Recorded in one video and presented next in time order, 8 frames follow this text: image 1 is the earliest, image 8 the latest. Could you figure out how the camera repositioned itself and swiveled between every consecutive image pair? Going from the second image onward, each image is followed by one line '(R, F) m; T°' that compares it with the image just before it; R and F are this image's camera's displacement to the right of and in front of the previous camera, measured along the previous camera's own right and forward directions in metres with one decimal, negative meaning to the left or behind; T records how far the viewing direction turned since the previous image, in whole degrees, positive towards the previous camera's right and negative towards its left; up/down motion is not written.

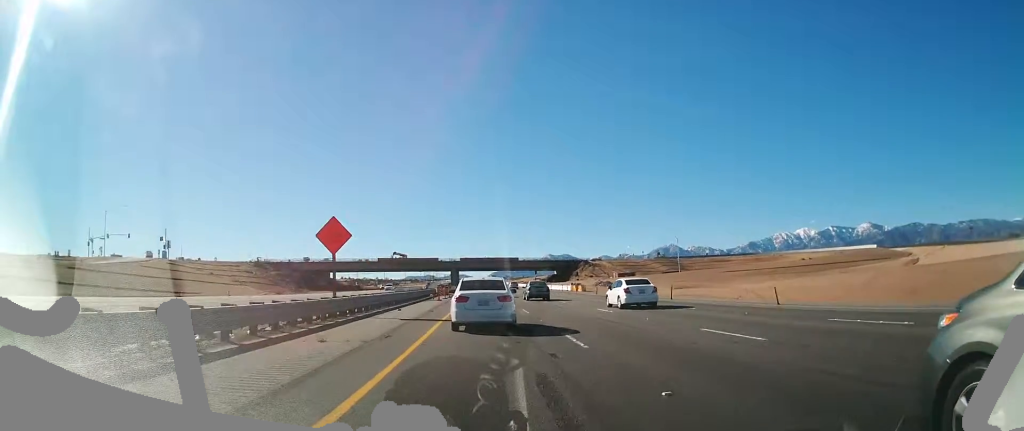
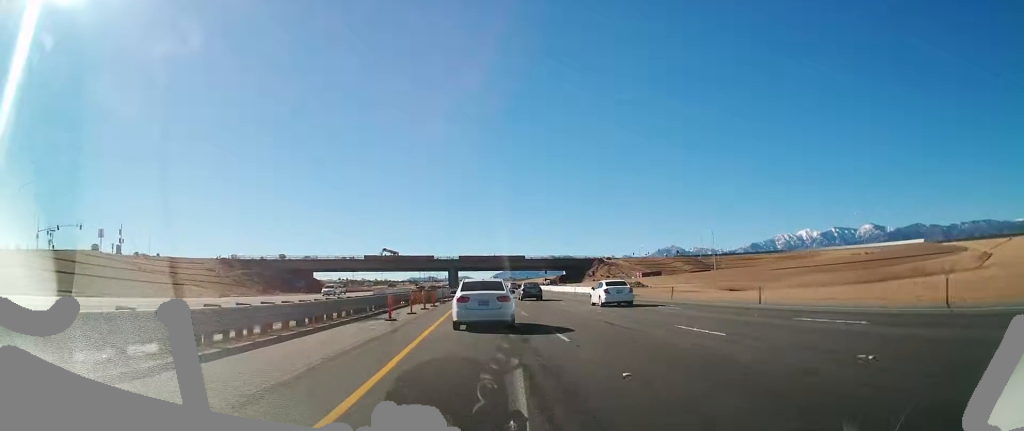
(0.0, +27.4) m; 0°
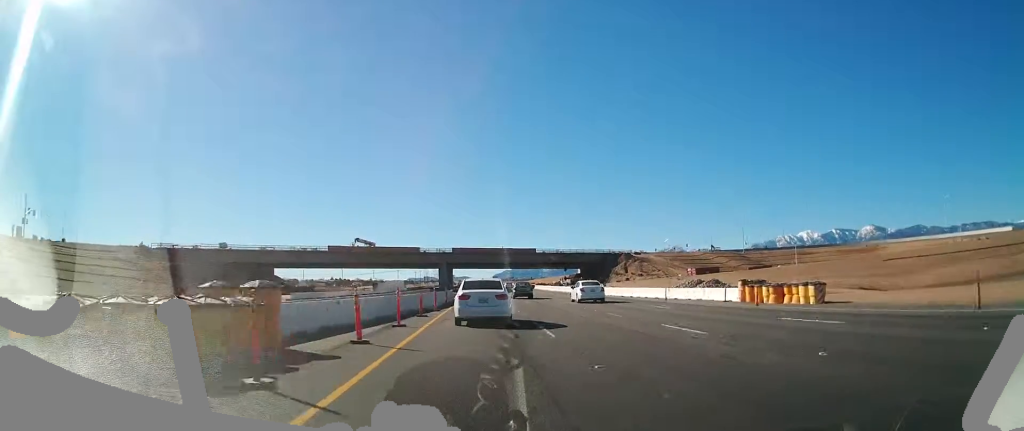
(+0.5, +42.7) m; +1°
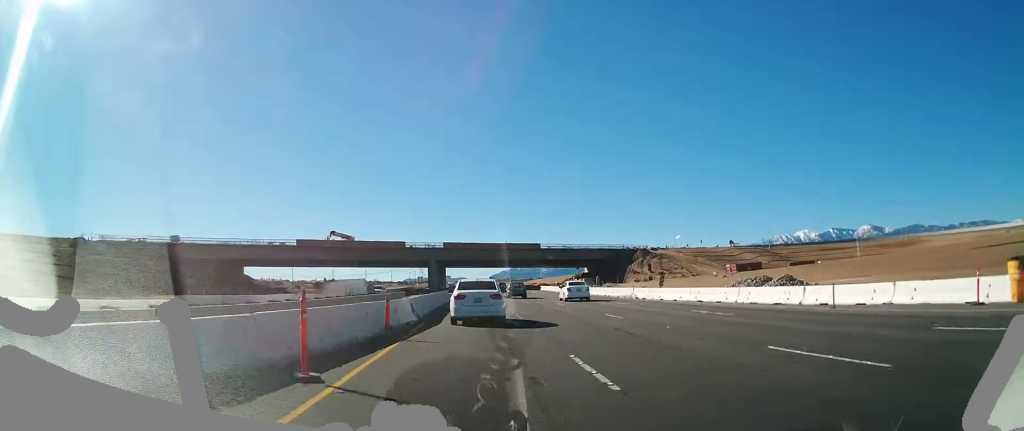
(0.0, +22.0) m; 0°
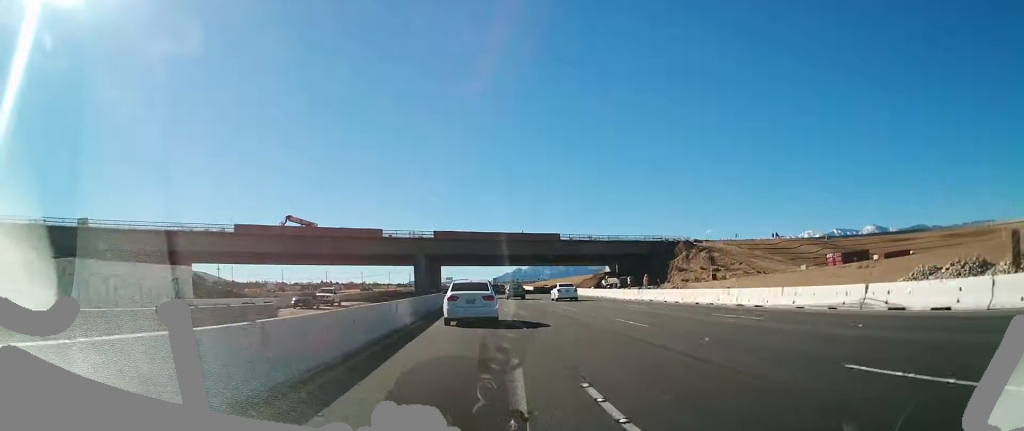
(-0.1, +31.8) m; 0°
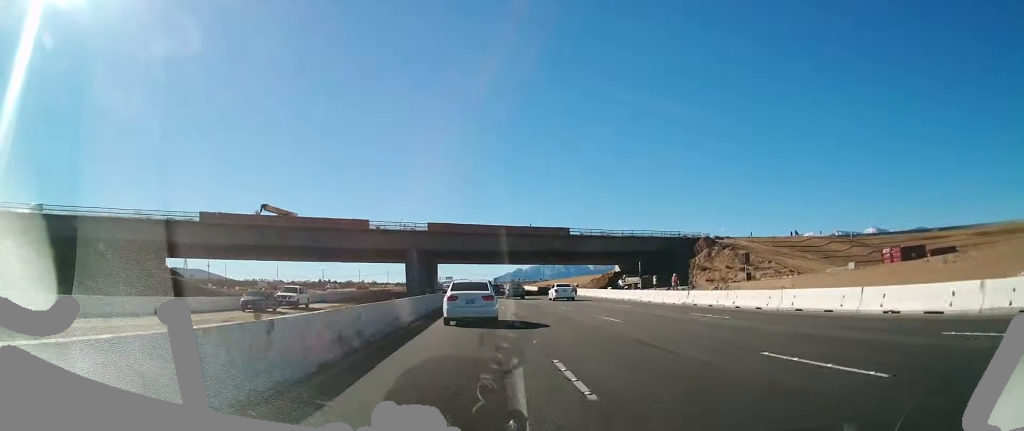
(0.0, +11.7) m; 0°
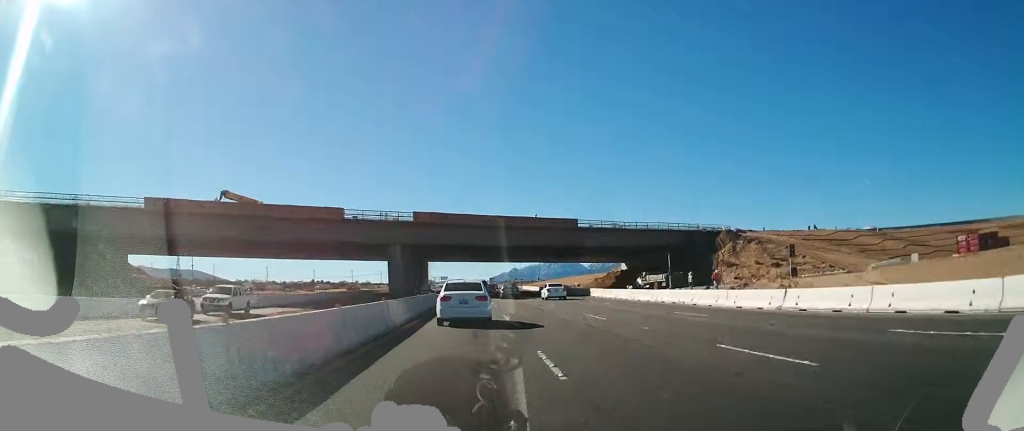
(-0.1, +12.7) m; 0°
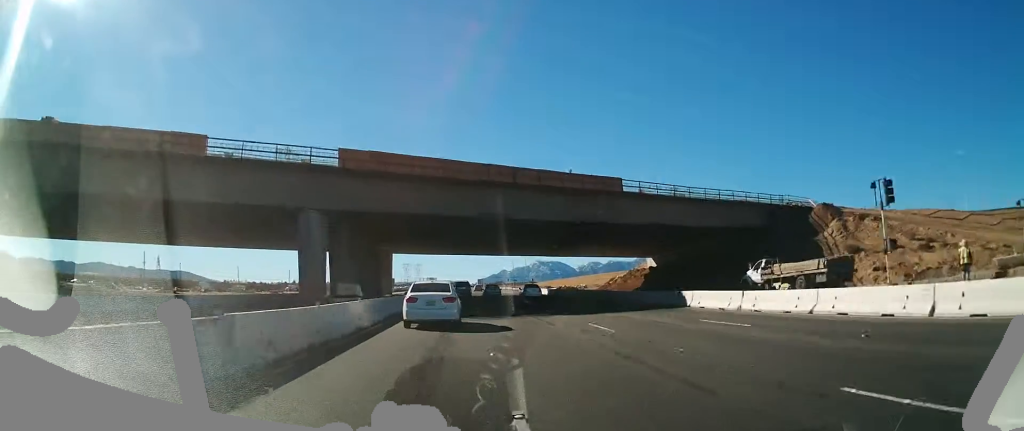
(+0.4, +33.9) m; 0°
